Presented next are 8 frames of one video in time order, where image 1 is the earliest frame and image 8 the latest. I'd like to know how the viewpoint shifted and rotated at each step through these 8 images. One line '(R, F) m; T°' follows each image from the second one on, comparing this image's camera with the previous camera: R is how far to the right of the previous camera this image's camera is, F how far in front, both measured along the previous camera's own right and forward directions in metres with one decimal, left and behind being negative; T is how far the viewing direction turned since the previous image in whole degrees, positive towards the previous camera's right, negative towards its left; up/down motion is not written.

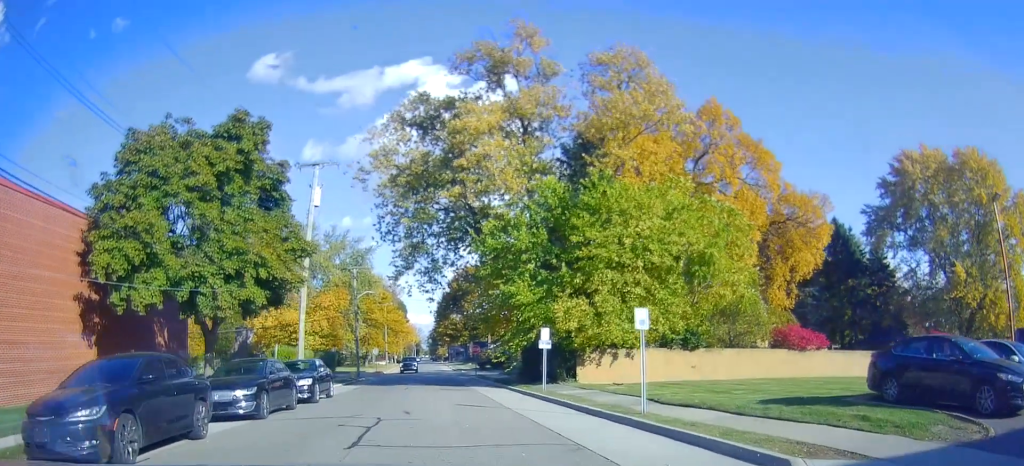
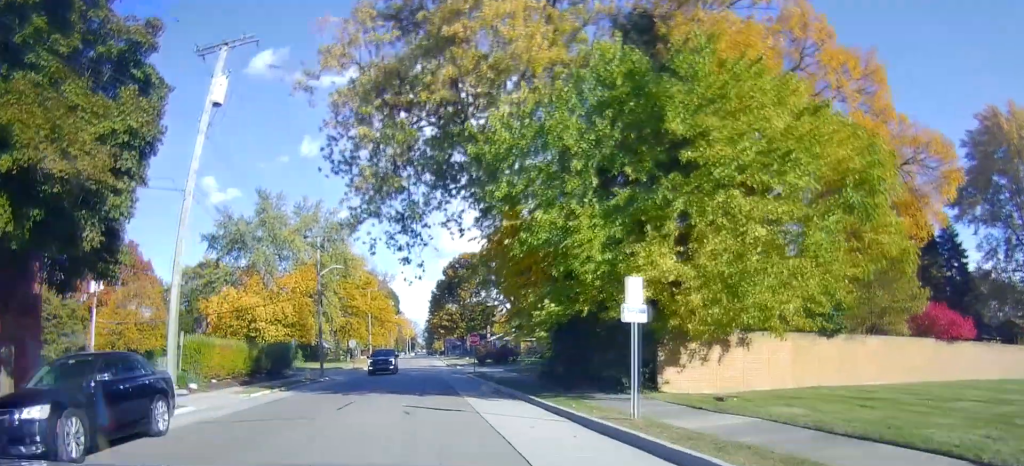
(-1.0, +13.6) m; -5°
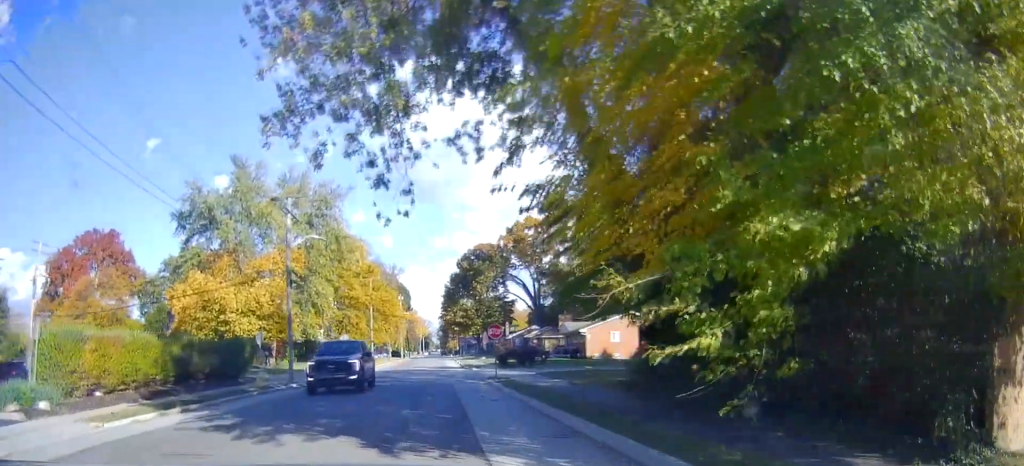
(0.0, +12.2) m; -2°
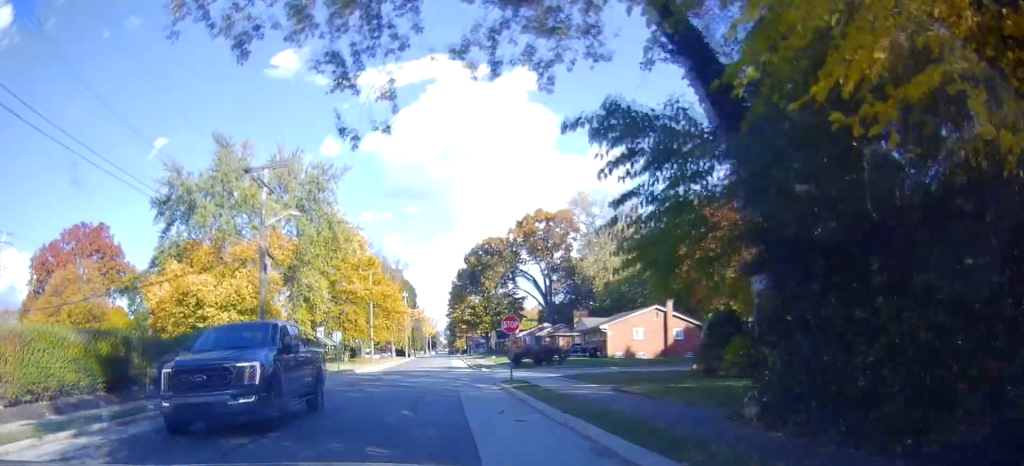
(0.0, +6.1) m; -2°
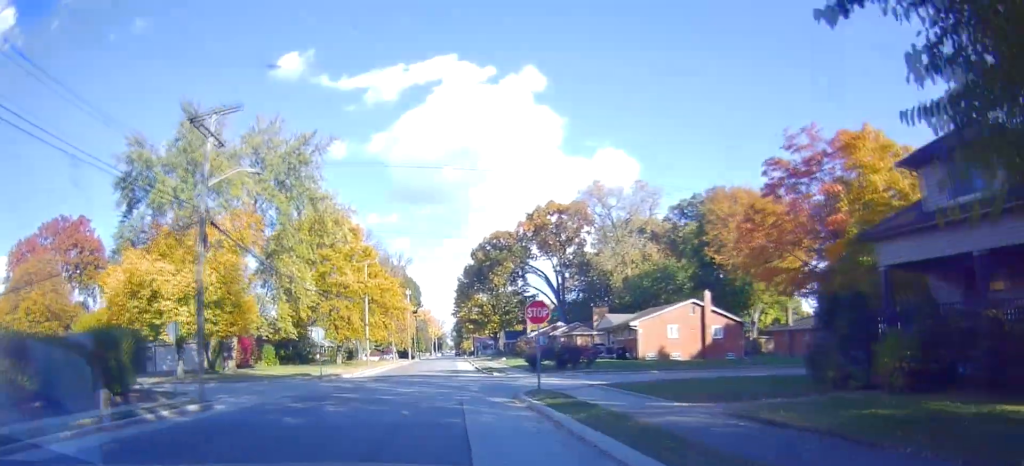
(-0.4, +7.9) m; +1°
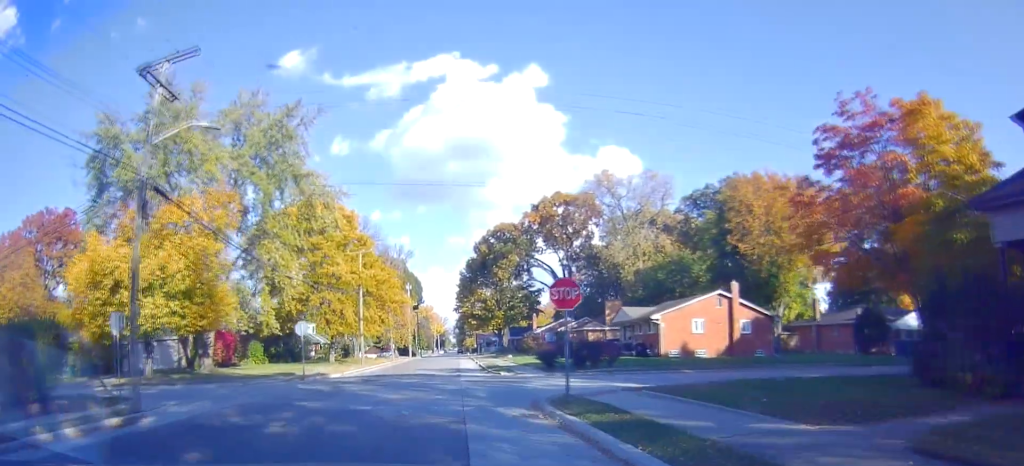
(+0.2, +4.8) m; +7°
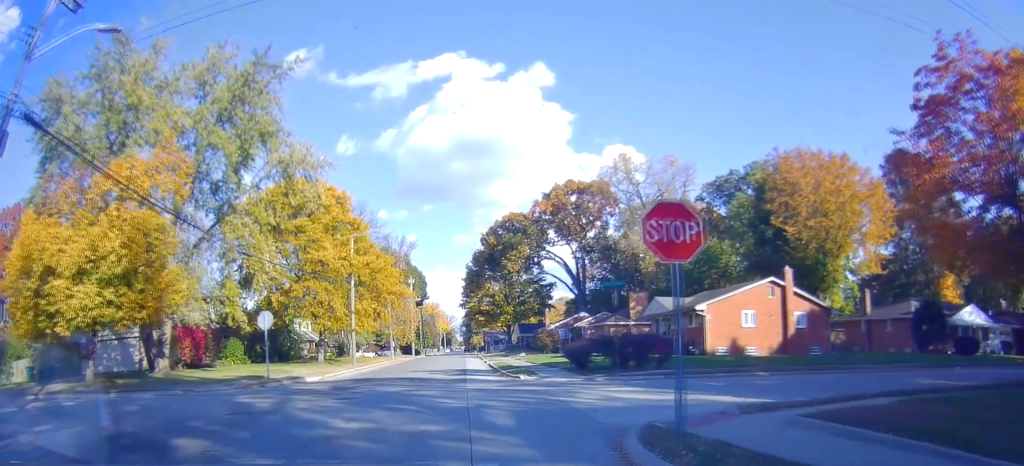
(+1.0, +7.6) m; +6°
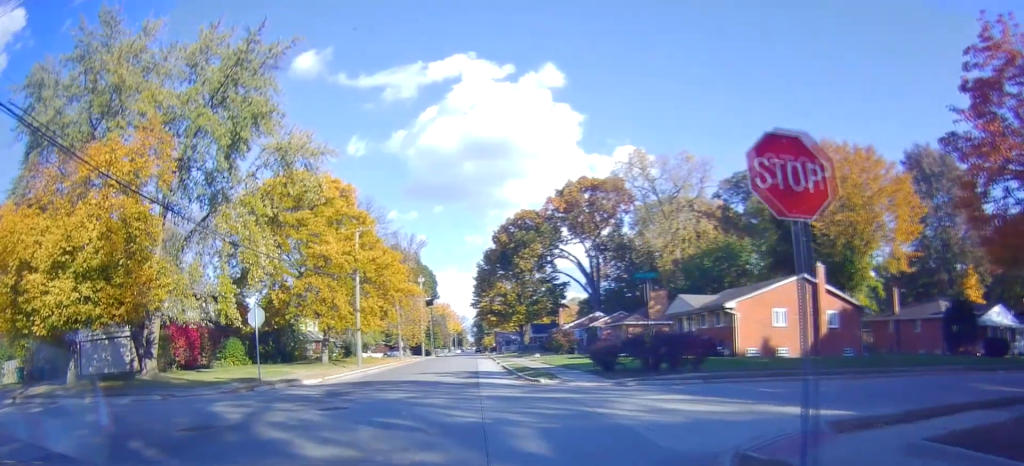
(0.0, +3.2) m; -2°
